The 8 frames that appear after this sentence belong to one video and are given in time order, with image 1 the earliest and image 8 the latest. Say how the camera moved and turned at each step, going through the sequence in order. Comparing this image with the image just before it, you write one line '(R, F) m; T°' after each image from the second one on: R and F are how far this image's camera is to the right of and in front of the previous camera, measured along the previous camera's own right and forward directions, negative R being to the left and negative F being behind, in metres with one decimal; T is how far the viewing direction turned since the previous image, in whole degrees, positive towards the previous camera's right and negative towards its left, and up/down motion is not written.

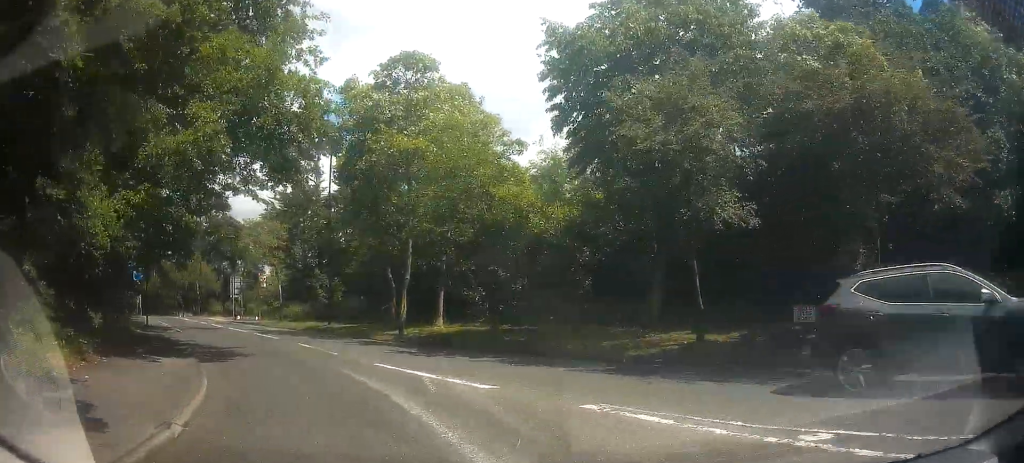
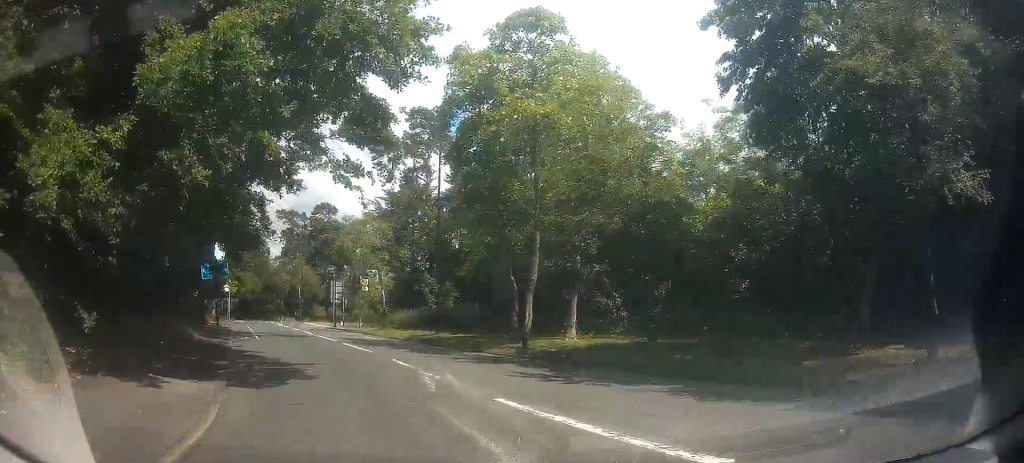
(-0.2, +4.3) m; -10°
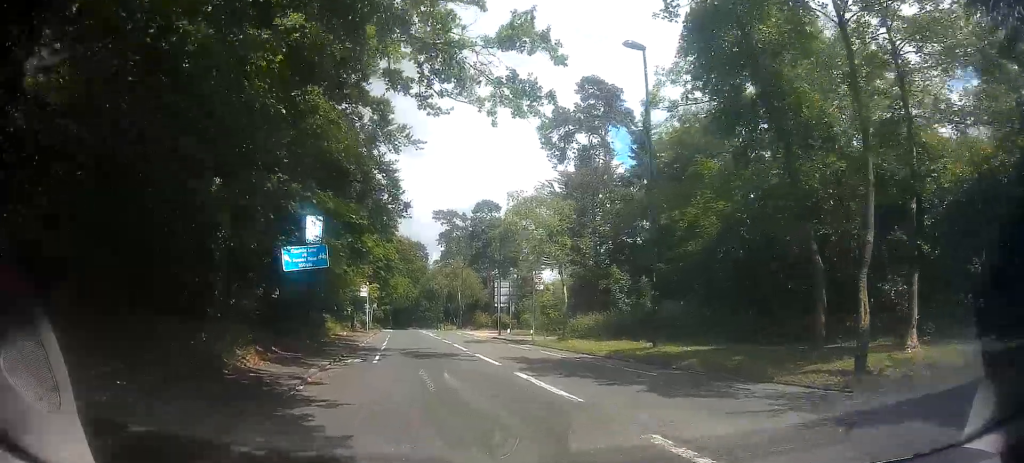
(-1.4, +8.6) m; -14°
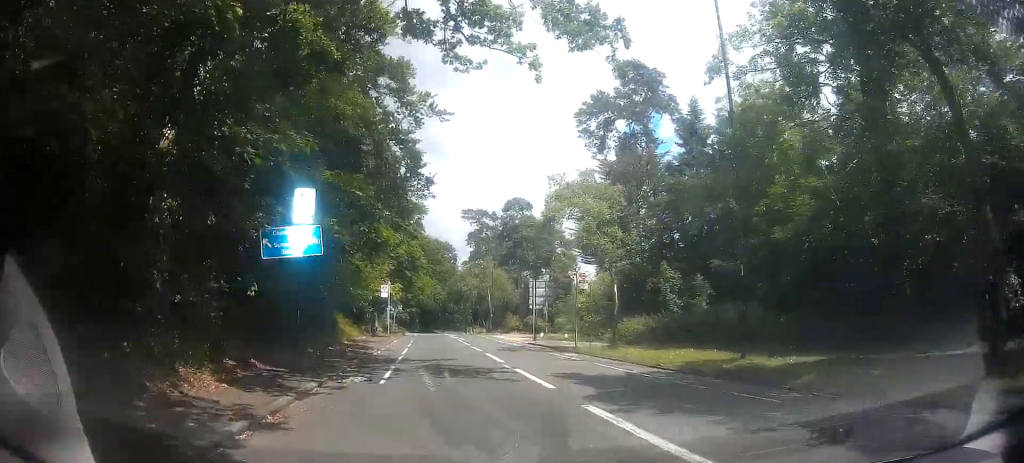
(-0.2, +3.7) m; -4°
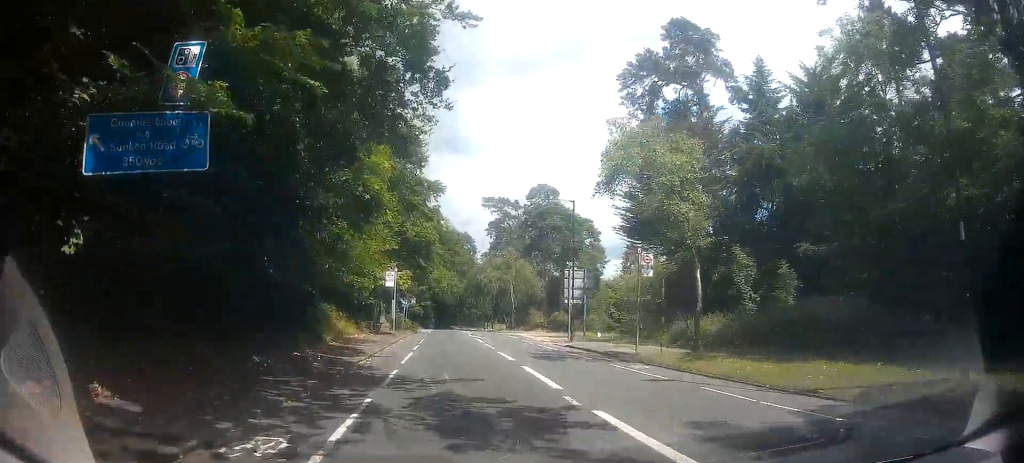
(-0.3, +6.4) m; -3°
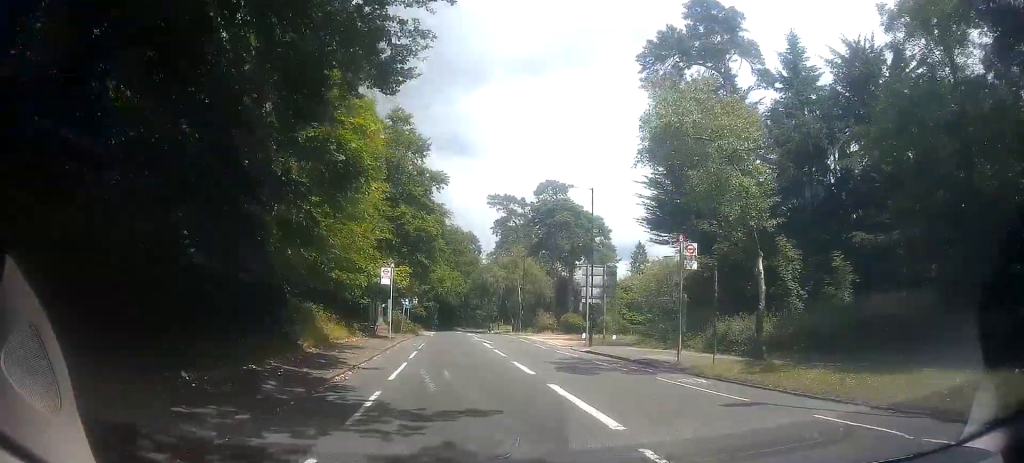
(0.0, +3.3) m; -1°
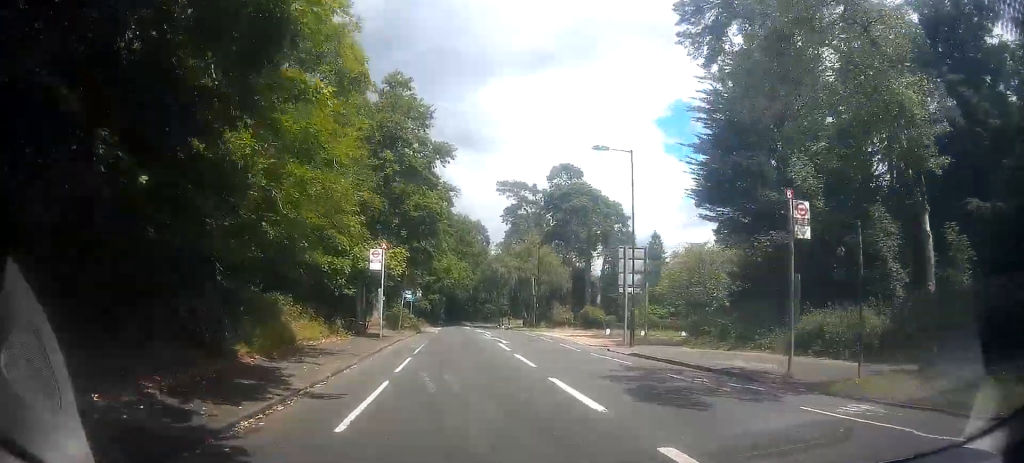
(0.0, +5.4) m; -1°
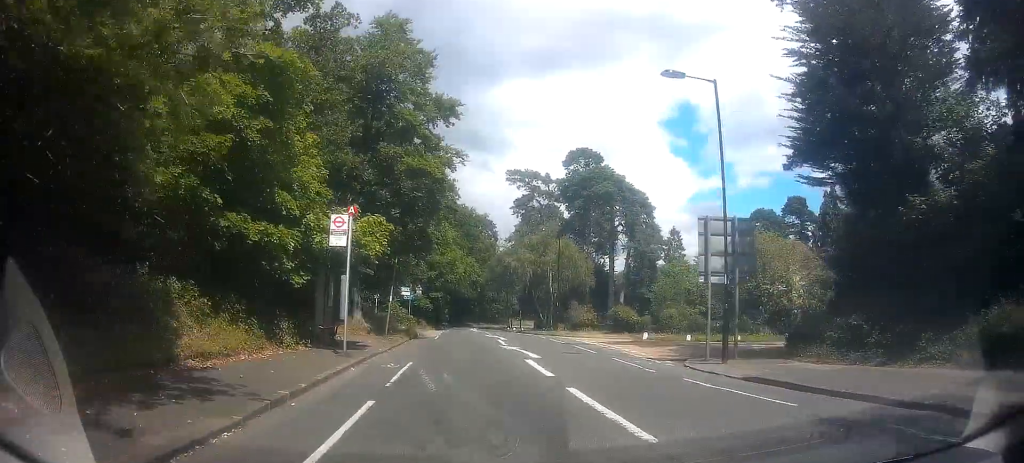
(-0.1, +7.4) m; -2°
